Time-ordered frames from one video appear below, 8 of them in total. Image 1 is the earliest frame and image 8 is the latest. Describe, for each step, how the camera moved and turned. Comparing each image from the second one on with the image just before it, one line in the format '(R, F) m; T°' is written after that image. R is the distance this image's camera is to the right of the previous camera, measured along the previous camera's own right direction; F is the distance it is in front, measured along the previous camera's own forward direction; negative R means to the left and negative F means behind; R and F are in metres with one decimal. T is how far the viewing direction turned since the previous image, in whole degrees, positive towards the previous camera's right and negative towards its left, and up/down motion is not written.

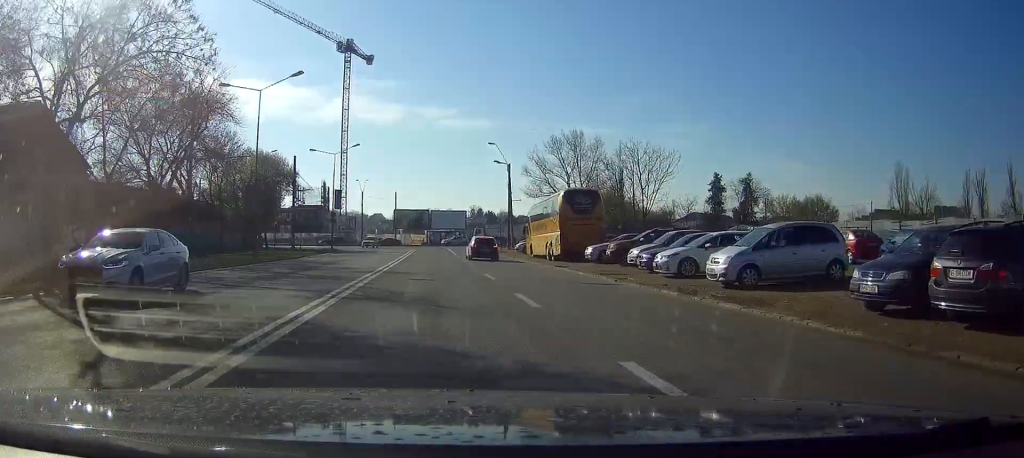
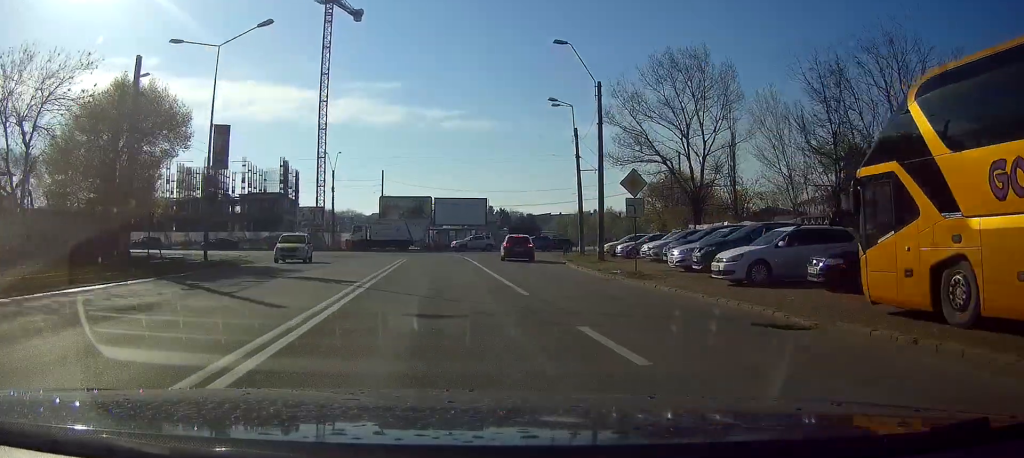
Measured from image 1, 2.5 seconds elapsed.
(-0.1, +38.1) m; 0°
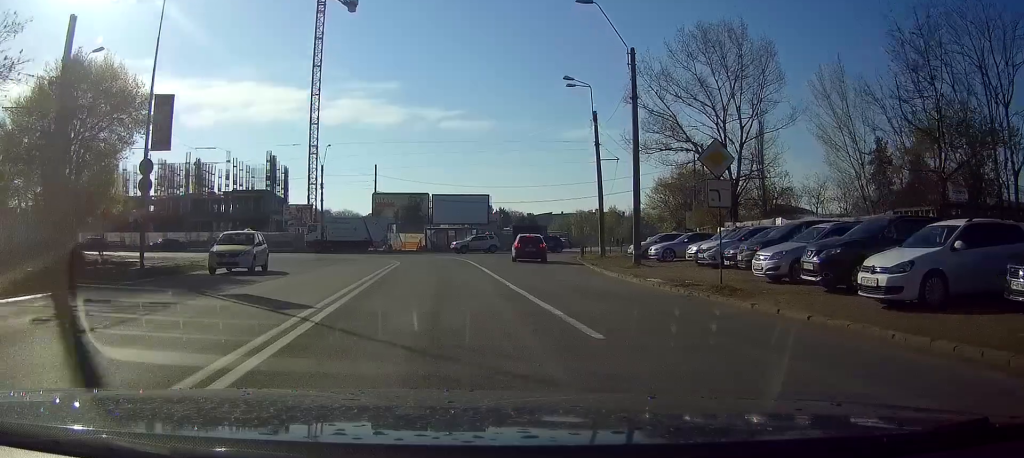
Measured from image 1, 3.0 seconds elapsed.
(0.0, +6.4) m; 0°
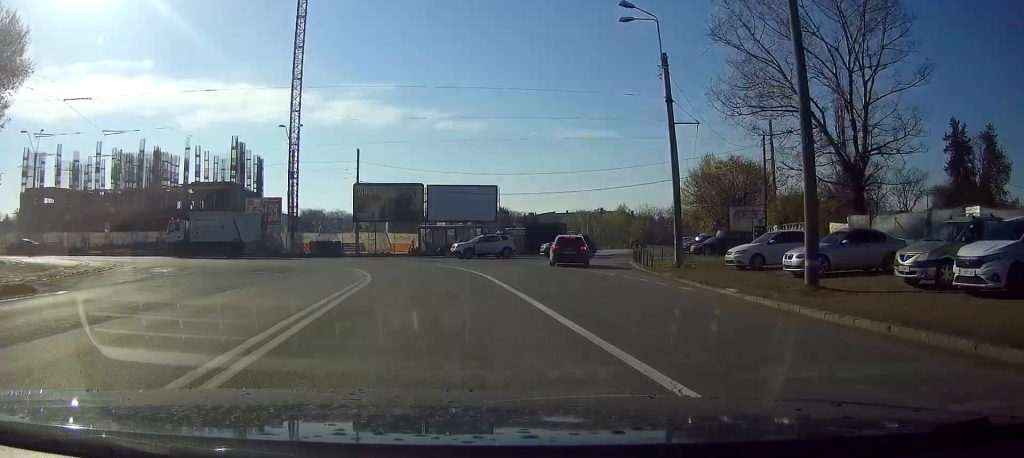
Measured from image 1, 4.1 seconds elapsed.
(+0.1, +13.7) m; -1°
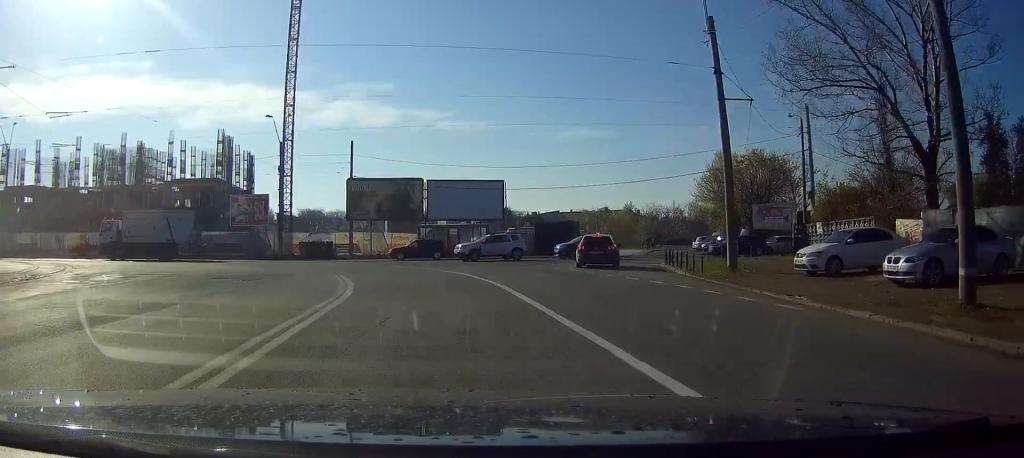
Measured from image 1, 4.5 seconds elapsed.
(+0.1, +5.1) m; -1°
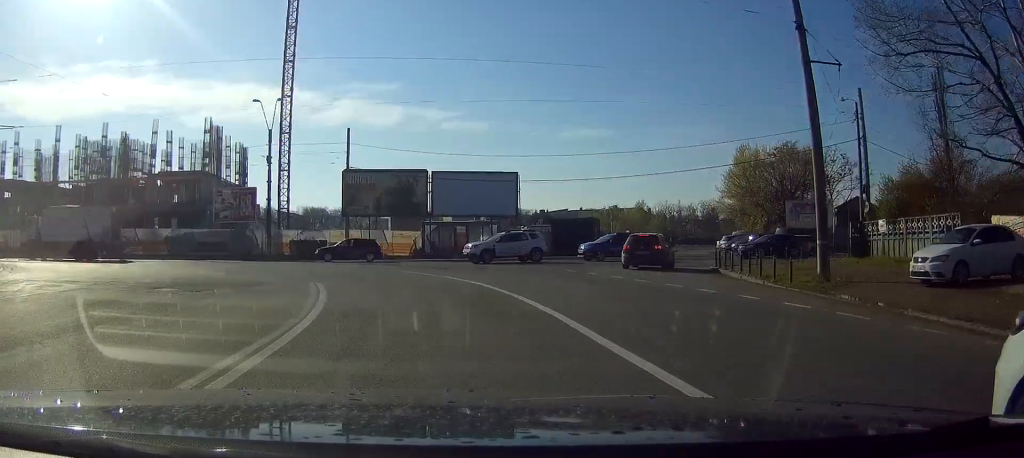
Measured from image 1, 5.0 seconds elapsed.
(-0.1, +5.5) m; -2°
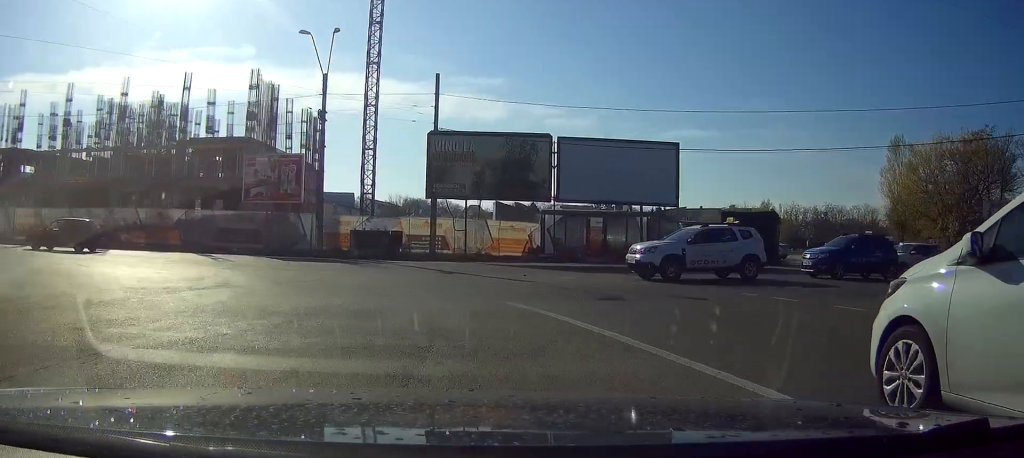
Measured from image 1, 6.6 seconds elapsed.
(-1.4, +14.8) m; -17°
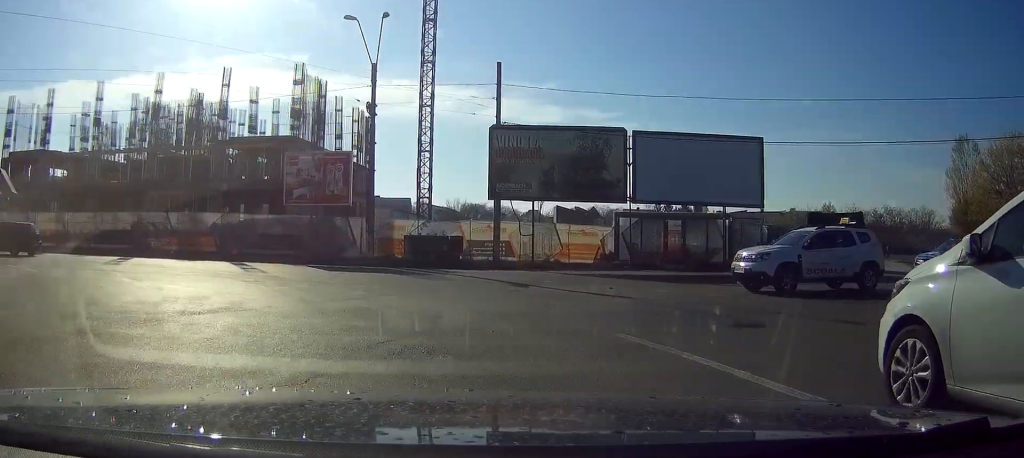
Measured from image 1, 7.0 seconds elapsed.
(-0.3, +3.3) m; -9°
